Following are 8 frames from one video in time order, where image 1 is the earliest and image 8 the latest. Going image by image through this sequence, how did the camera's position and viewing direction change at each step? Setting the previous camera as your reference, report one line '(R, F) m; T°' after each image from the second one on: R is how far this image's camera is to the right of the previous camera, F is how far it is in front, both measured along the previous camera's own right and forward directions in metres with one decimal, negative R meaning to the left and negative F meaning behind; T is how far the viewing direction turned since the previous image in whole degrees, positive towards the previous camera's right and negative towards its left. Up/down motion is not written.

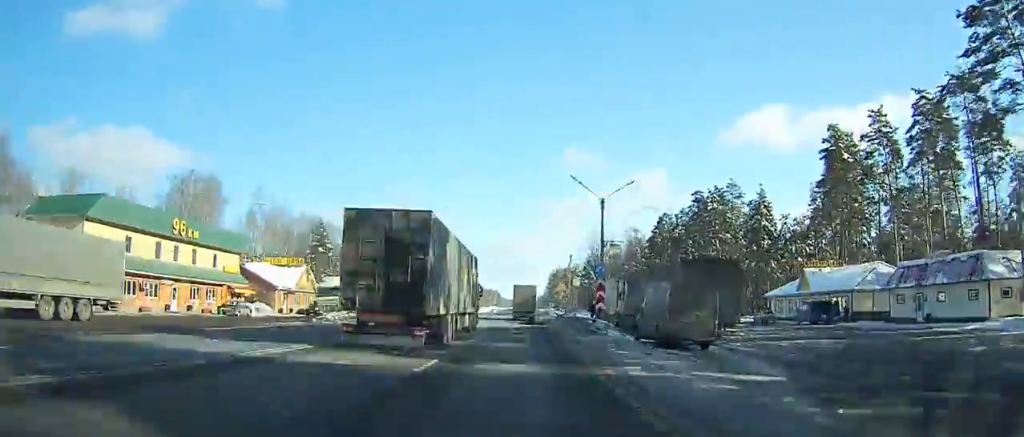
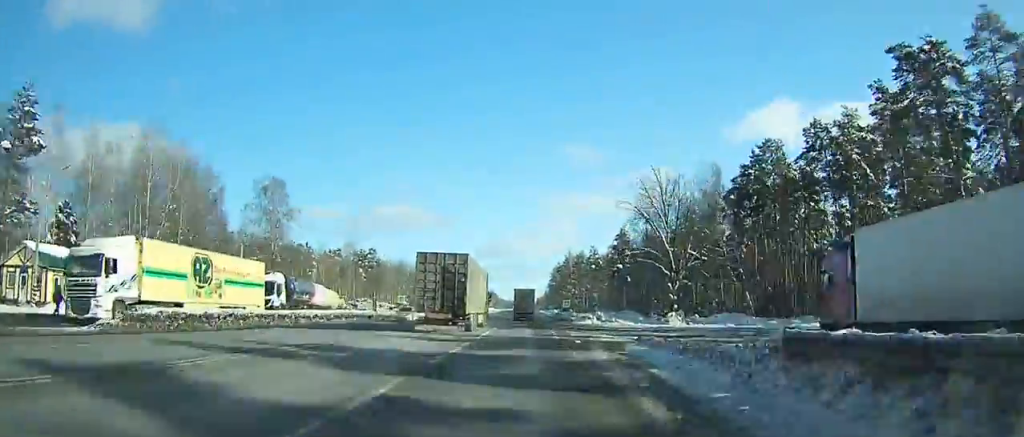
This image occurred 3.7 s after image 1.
(+4.6, +68.6) m; +3°
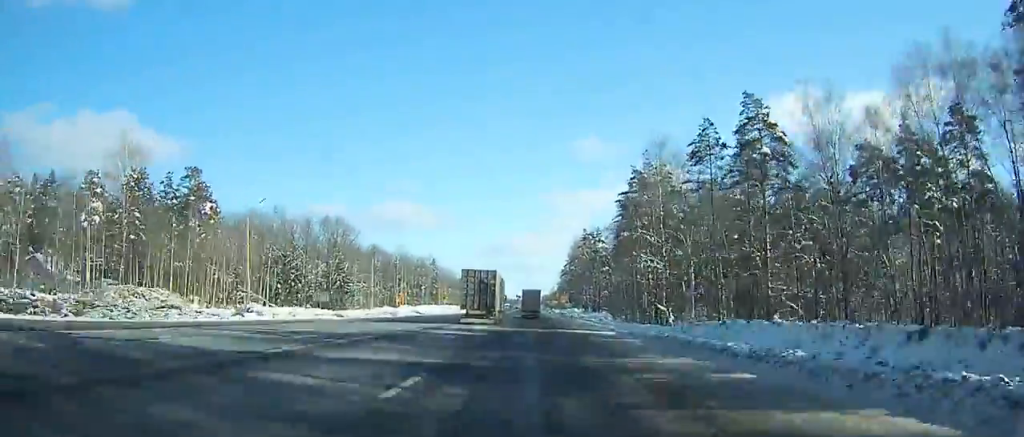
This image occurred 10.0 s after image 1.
(+2.6, +117.0) m; -5°
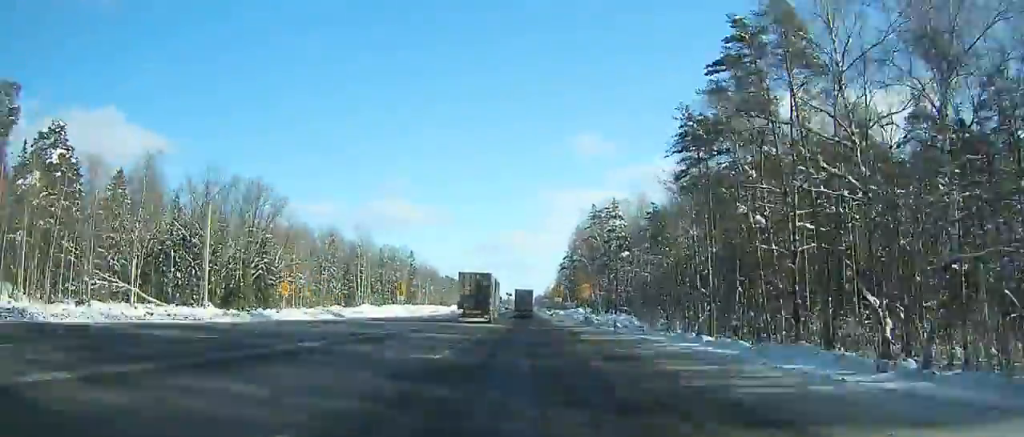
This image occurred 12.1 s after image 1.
(-8.9, +38.9) m; -1°
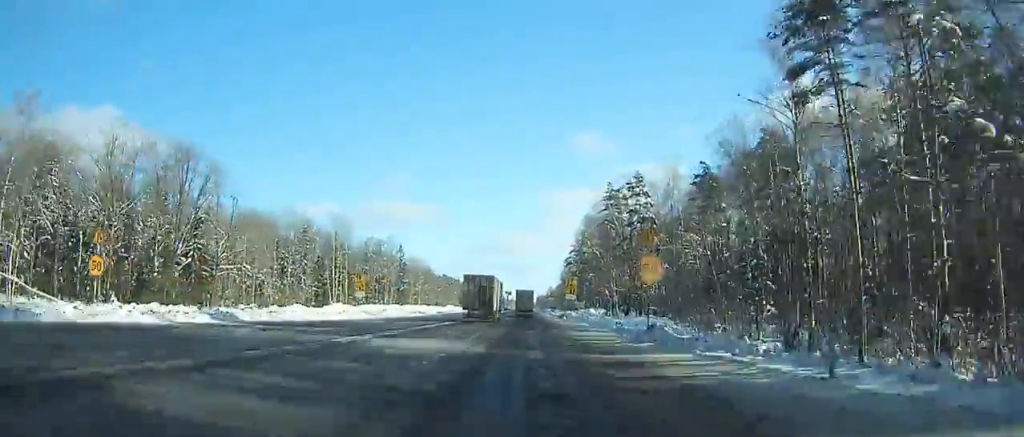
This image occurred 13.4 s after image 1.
(+1.5, +25.4) m; +2°
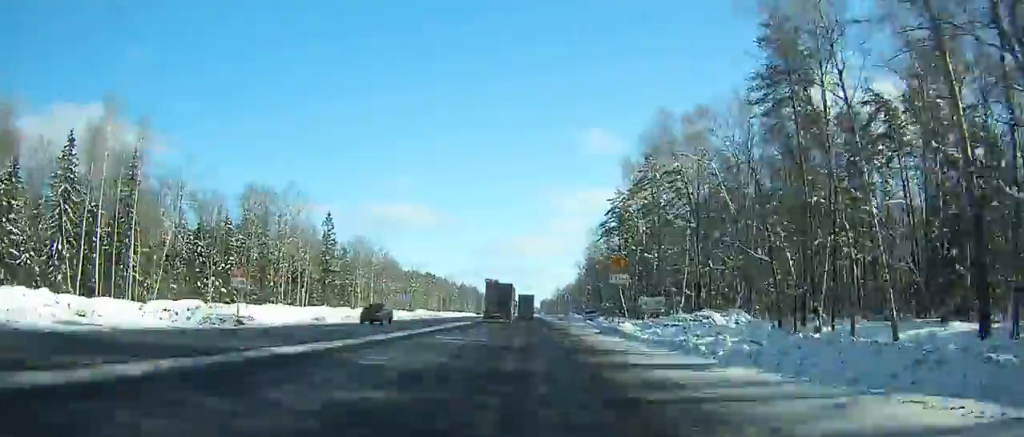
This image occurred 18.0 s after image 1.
(+8.8, +92.8) m; +3°
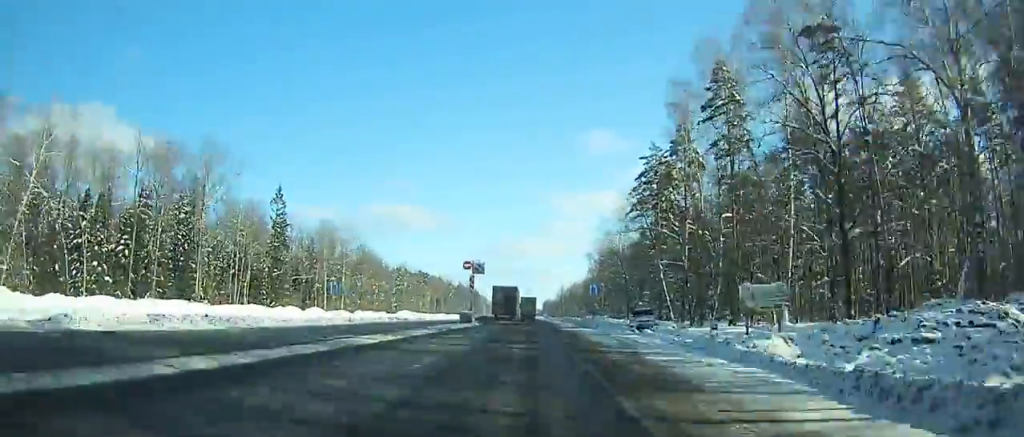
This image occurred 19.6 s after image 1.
(-0.3, +32.0) m; -1°
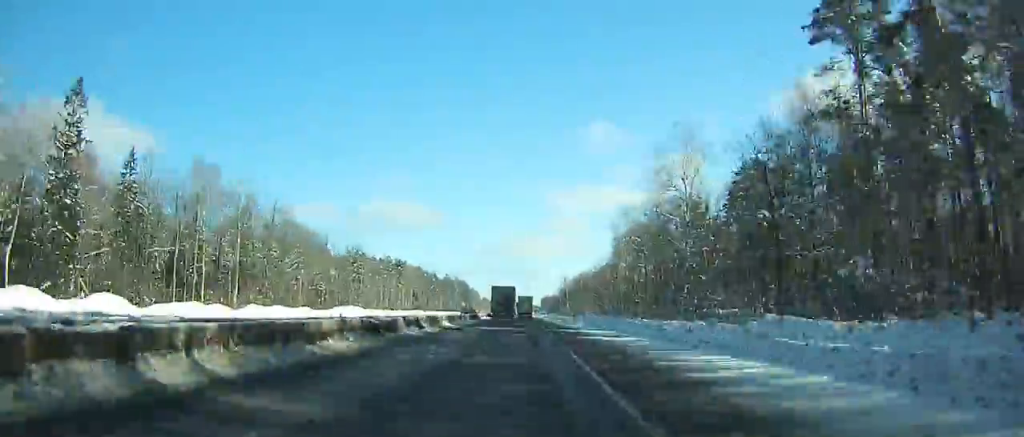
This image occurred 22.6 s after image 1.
(-0.2, +59.5) m; 0°
